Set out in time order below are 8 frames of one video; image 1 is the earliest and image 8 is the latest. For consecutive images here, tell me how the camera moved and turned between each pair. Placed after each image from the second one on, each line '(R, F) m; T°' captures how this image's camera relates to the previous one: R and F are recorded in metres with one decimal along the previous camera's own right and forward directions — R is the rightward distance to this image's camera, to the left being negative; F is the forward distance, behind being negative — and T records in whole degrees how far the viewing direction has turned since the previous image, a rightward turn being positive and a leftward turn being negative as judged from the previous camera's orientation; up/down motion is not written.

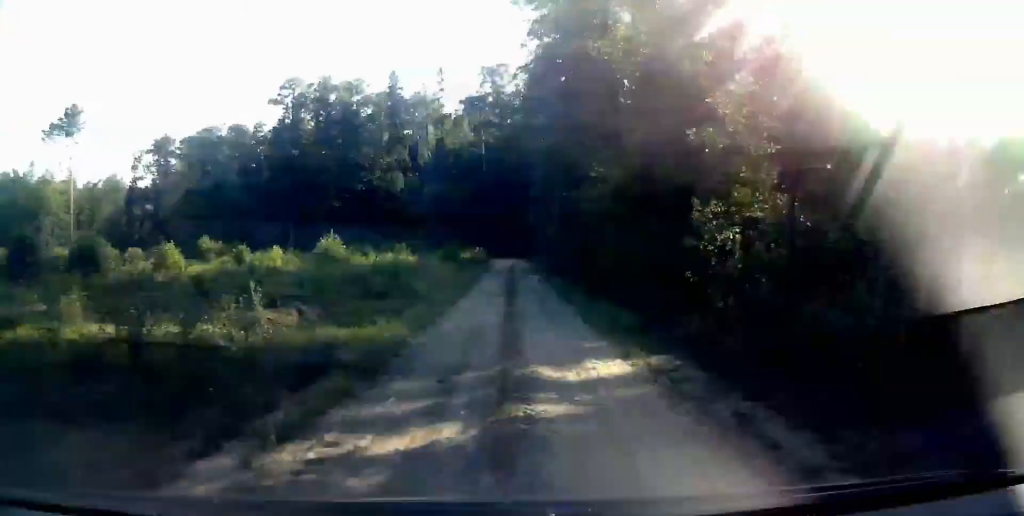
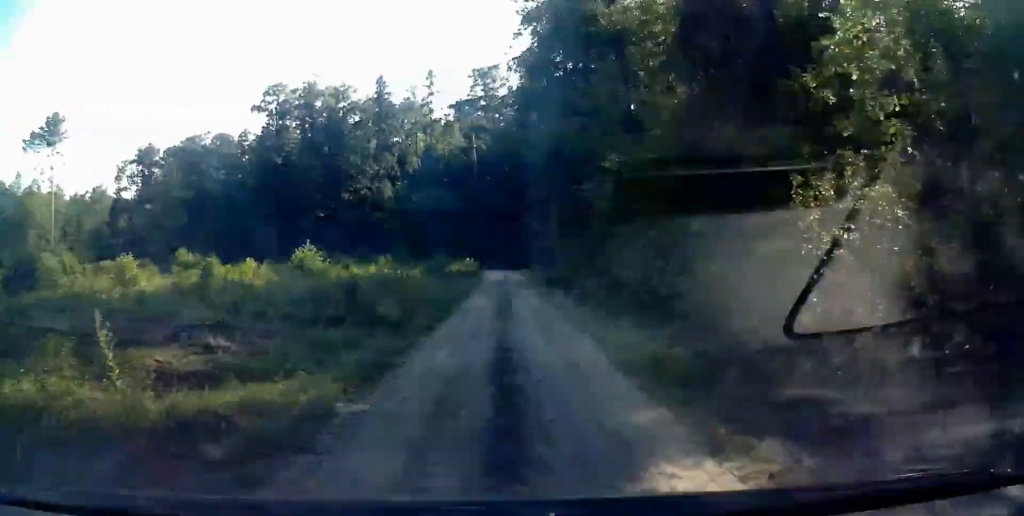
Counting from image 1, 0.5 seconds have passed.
(0.0, +4.7) m; 0°
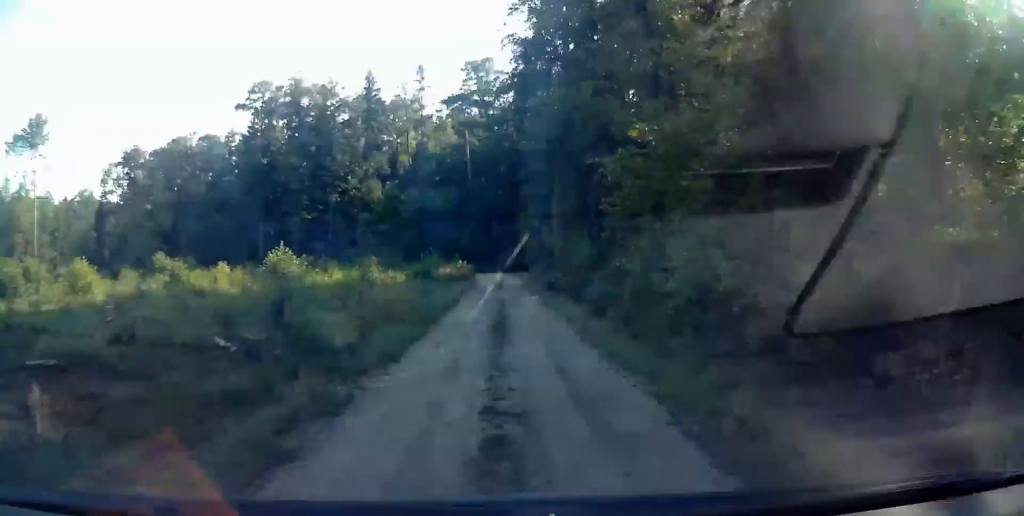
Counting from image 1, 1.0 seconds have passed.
(+0.2, +4.6) m; -1°
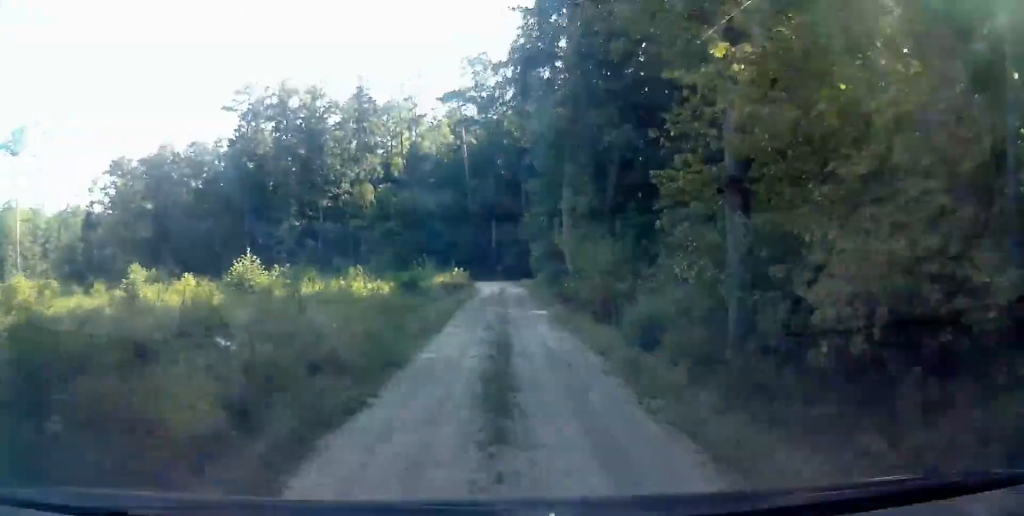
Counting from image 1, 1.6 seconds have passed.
(-0.1, +5.7) m; 0°
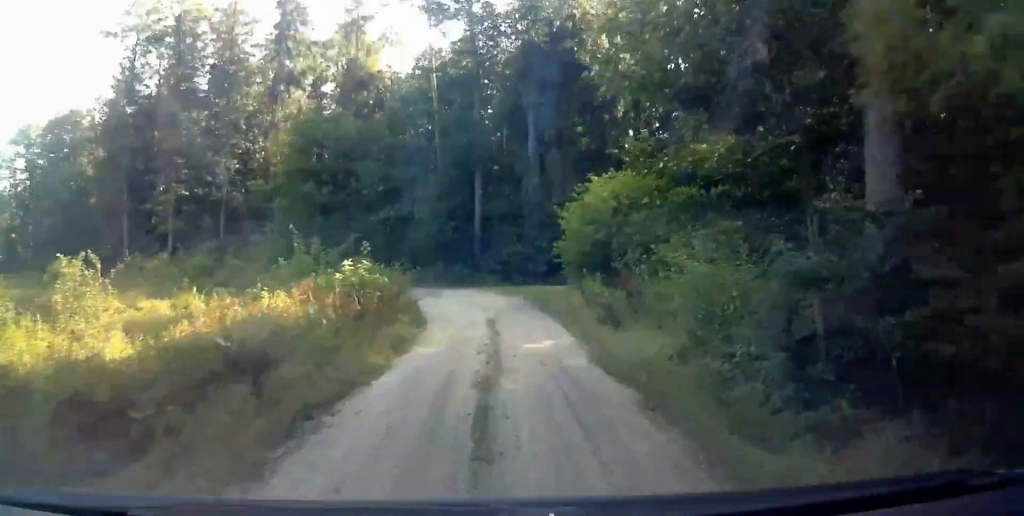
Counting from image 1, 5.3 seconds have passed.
(+0.3, +30.8) m; +3°
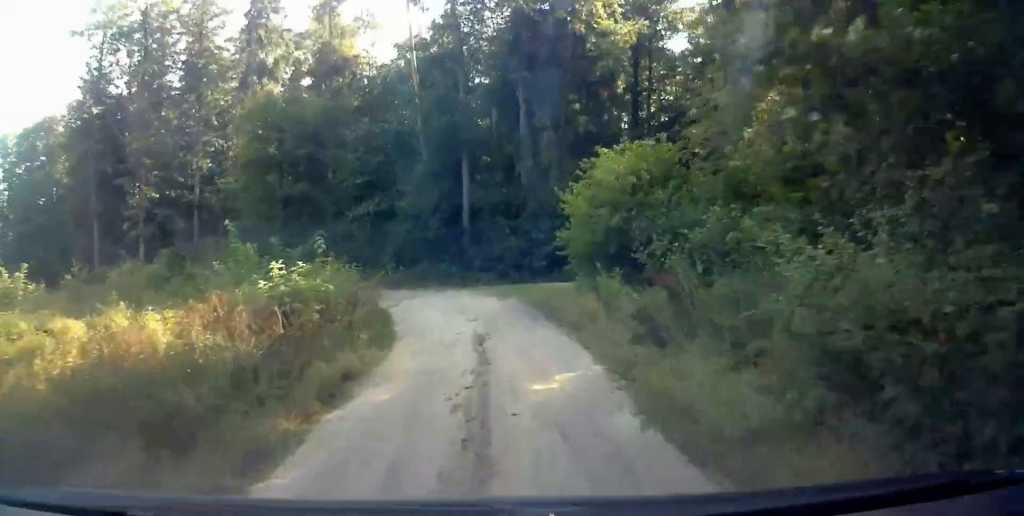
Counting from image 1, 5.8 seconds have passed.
(+0.2, +4.0) m; -1°
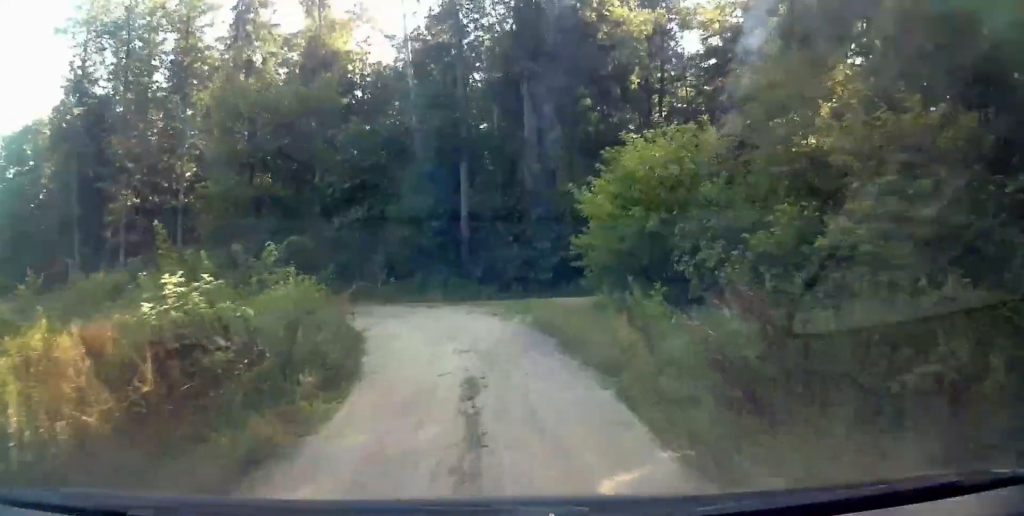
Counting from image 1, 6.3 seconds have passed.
(+0.2, +3.5) m; -1°
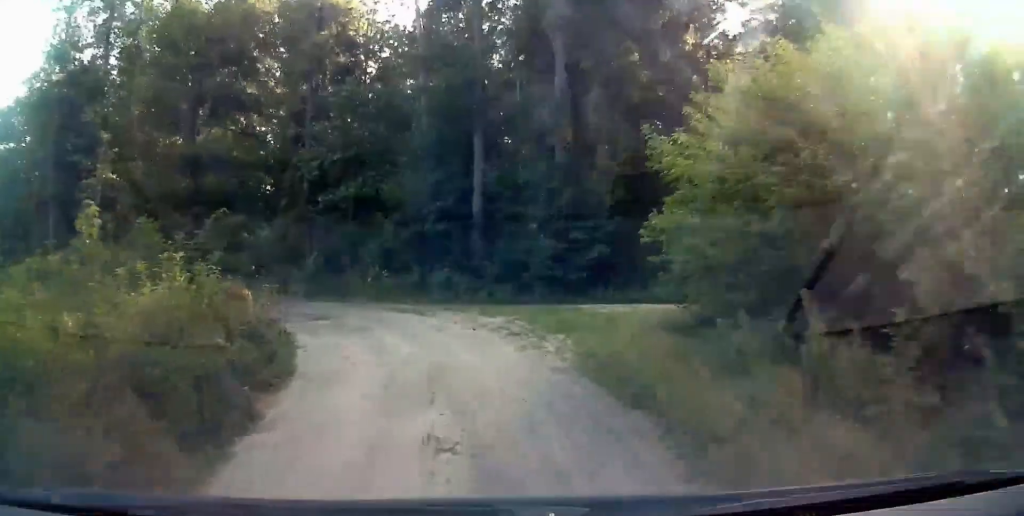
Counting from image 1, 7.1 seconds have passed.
(-0.4, +5.8) m; -1°
